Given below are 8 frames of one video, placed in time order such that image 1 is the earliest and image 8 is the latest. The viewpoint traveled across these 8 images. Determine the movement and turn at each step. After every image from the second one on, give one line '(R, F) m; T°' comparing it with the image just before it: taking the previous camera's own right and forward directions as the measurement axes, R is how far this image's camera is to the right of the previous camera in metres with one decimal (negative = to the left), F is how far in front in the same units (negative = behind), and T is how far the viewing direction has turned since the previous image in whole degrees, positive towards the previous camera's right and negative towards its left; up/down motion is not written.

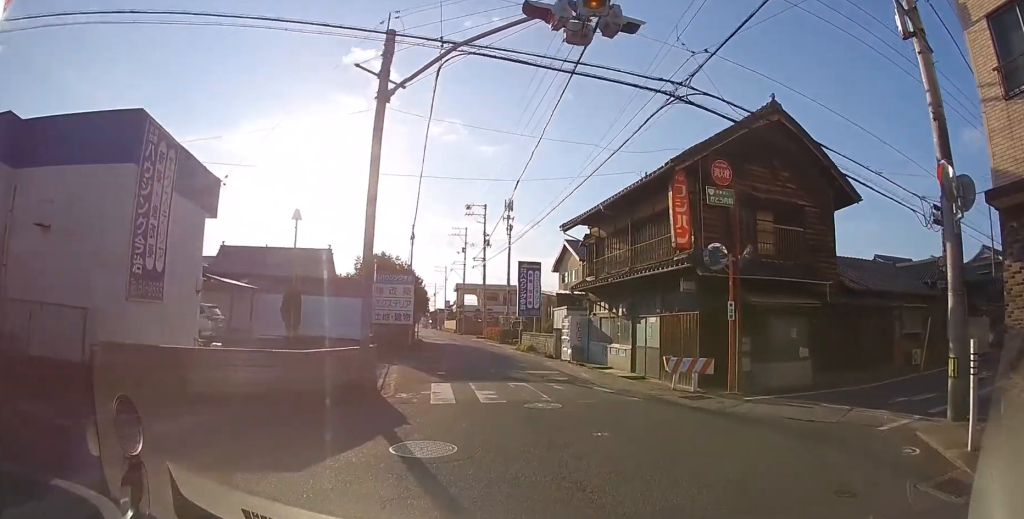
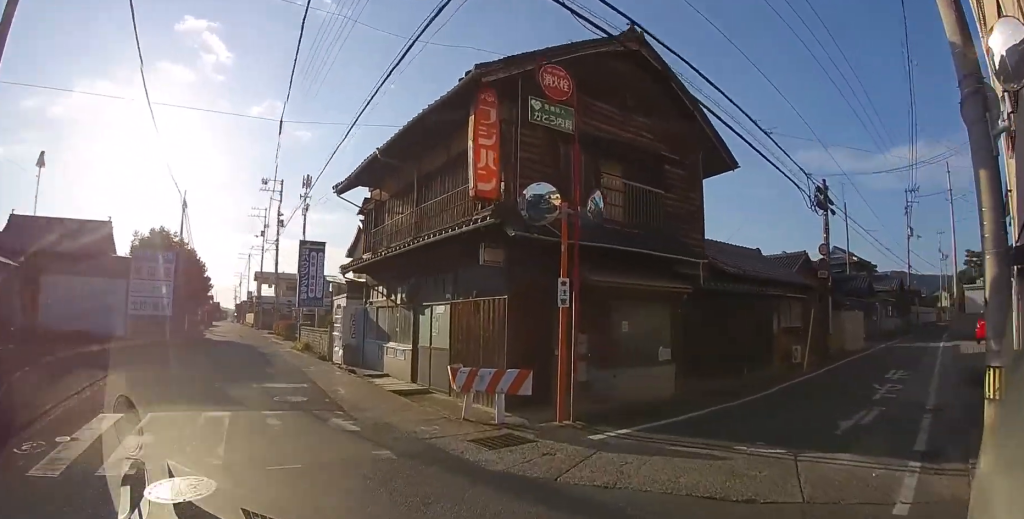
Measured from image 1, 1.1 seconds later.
(0.0, +5.7) m; +18°
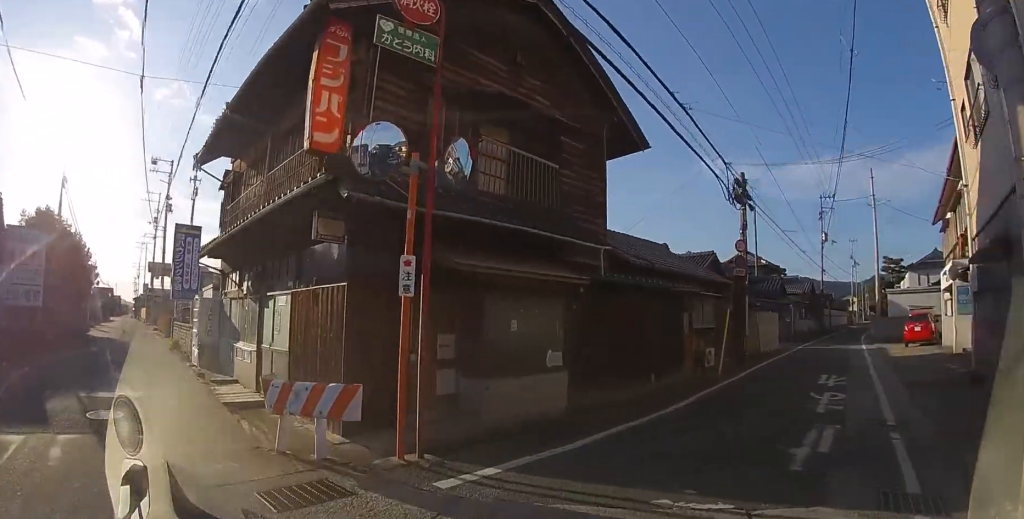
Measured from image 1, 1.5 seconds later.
(-0.2, +2.1) m; +12°
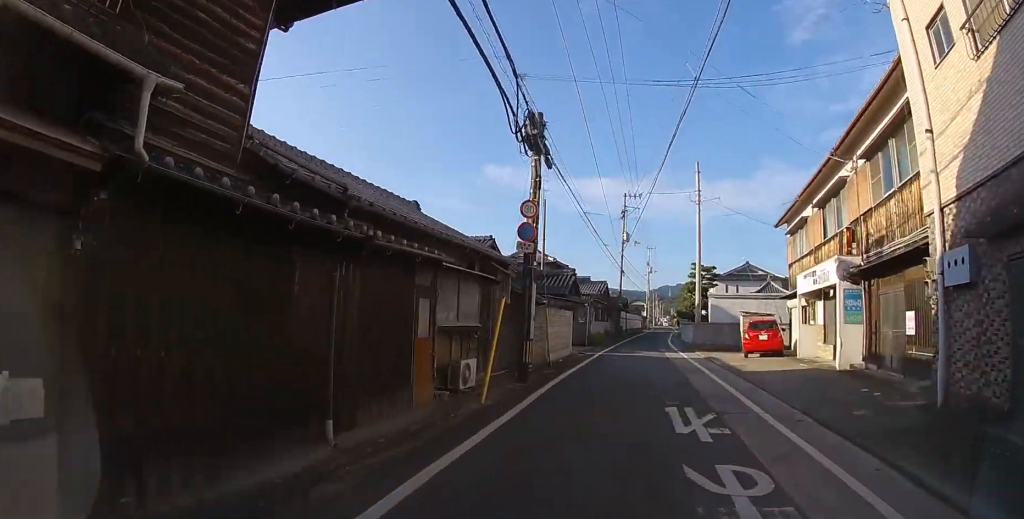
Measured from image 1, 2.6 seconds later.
(+2.7, +5.7) m; +32°
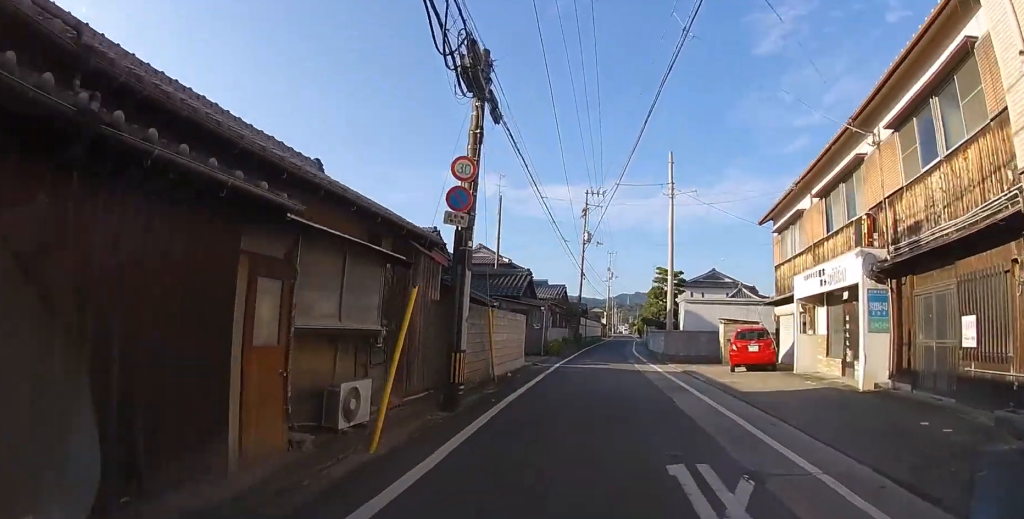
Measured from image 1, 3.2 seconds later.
(+0.3, +3.3) m; +4°
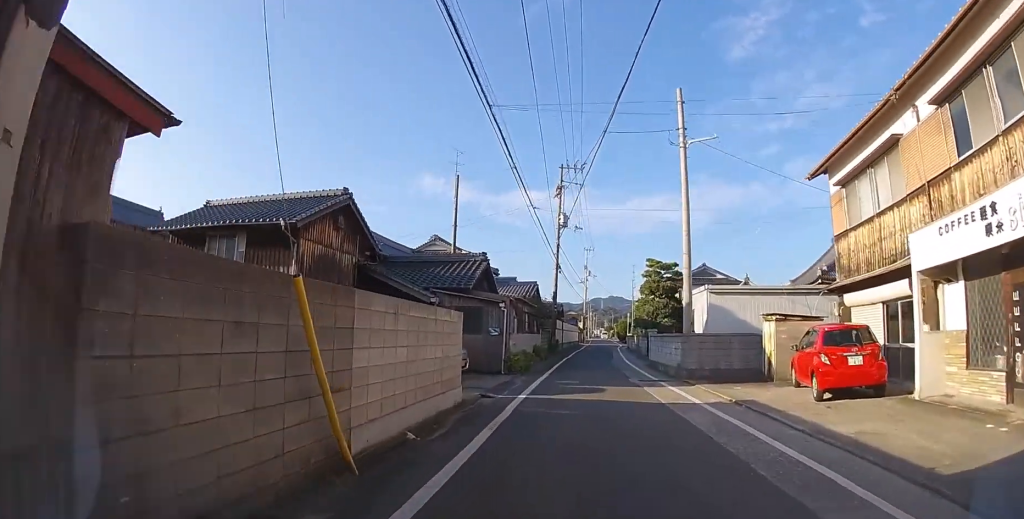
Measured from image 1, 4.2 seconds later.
(+0.2, +7.0) m; +1°
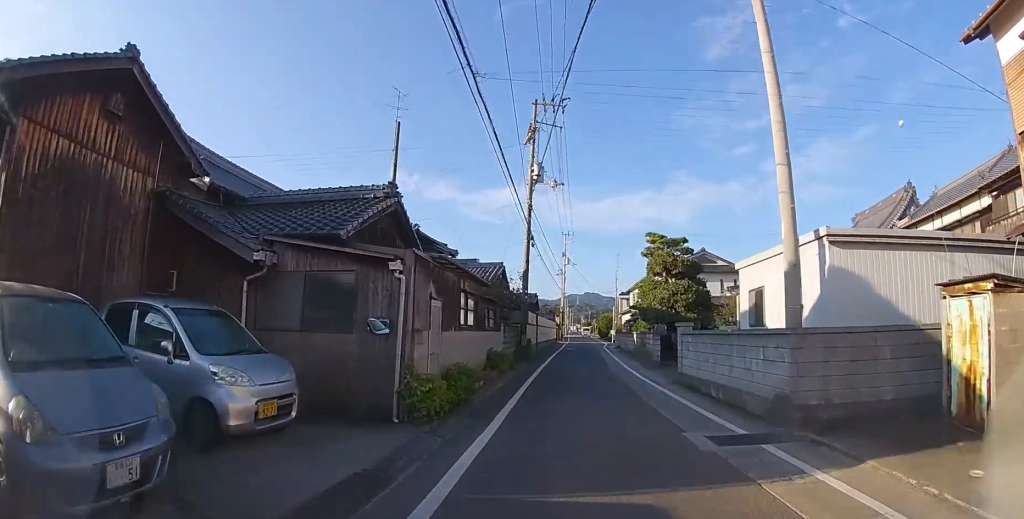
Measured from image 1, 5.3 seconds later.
(-0.1, +8.2) m; +1°
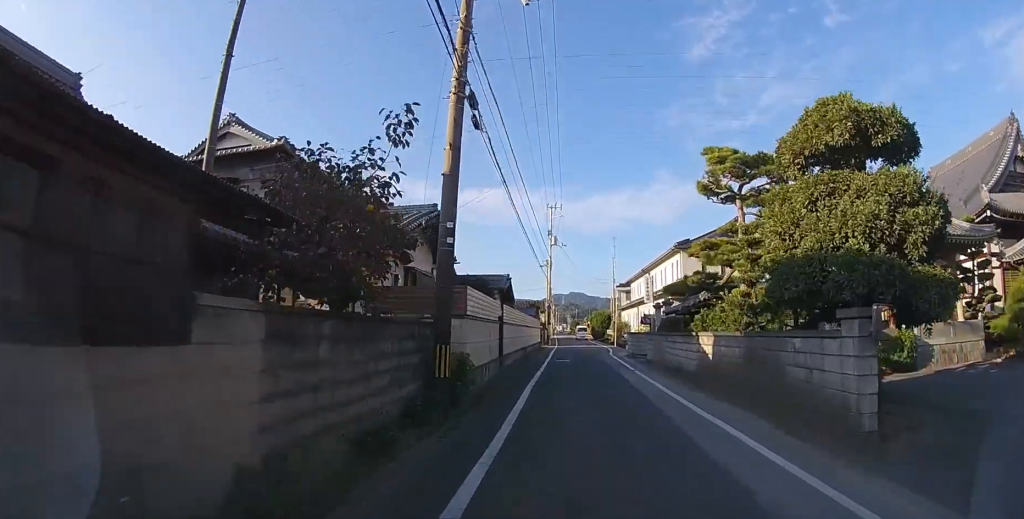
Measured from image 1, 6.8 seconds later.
(+0.5, +13.1) m; +3°
